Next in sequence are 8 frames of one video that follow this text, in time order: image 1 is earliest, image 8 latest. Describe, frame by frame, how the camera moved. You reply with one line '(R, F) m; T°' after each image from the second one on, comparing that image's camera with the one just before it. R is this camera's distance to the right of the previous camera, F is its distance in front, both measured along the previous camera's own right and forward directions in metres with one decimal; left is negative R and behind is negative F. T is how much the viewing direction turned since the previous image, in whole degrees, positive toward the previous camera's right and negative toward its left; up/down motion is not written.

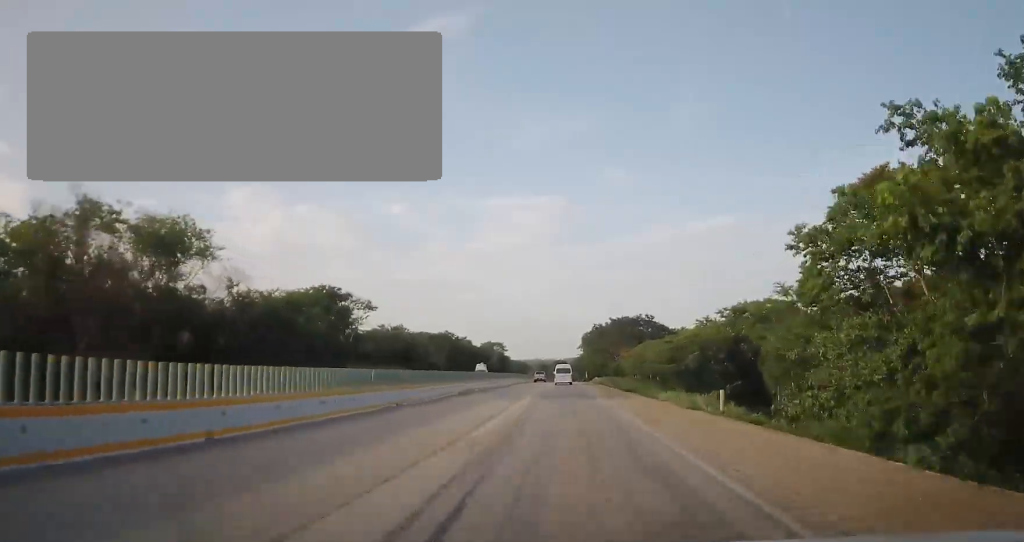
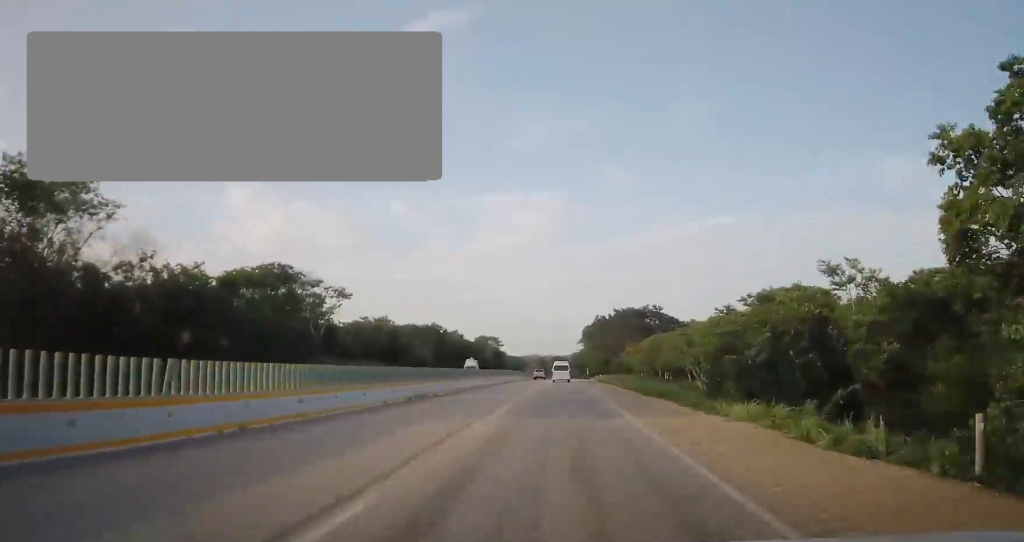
(-0.1, +11.3) m; 0°
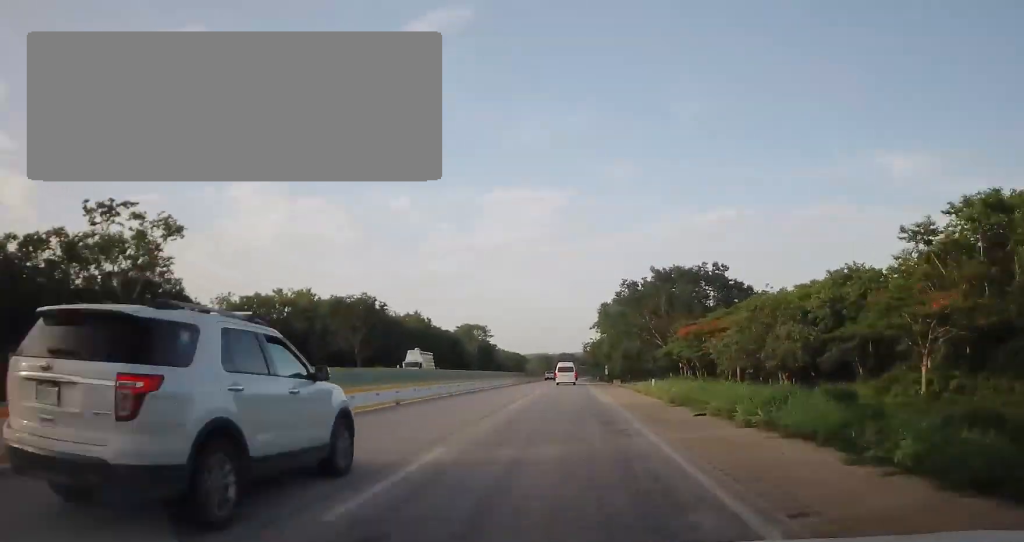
(-0.4, +41.4) m; -1°
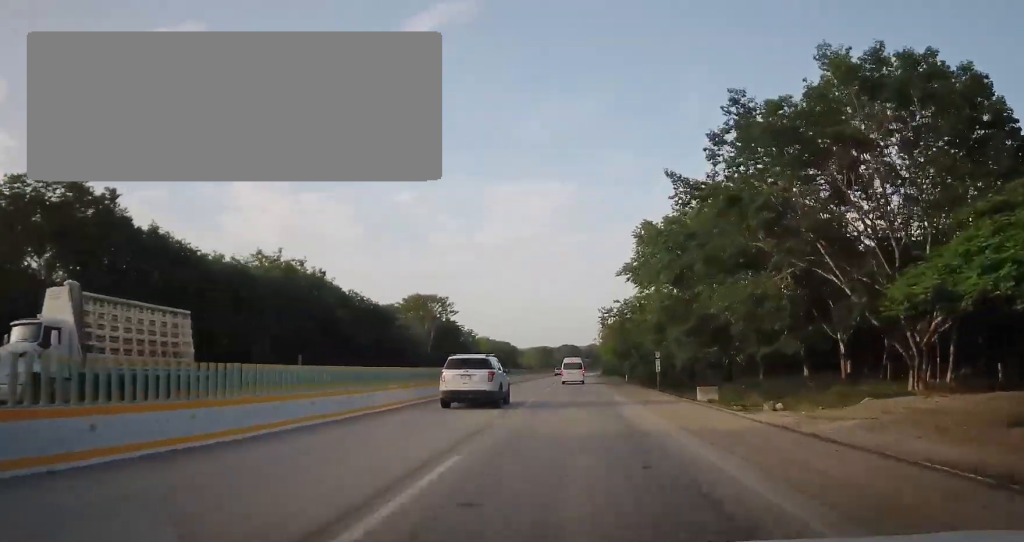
(-0.5, +46.6) m; -1°
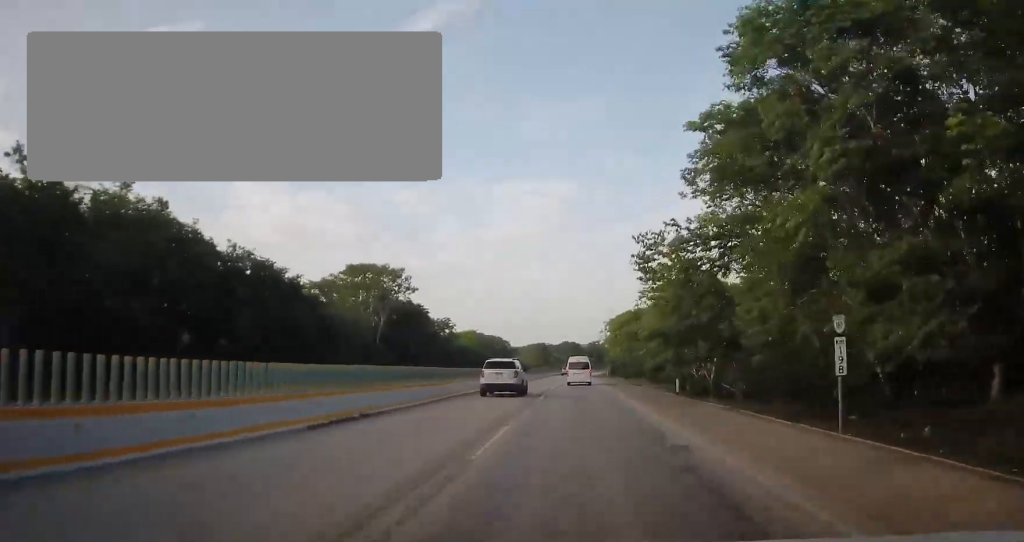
(0.0, +25.4) m; 0°
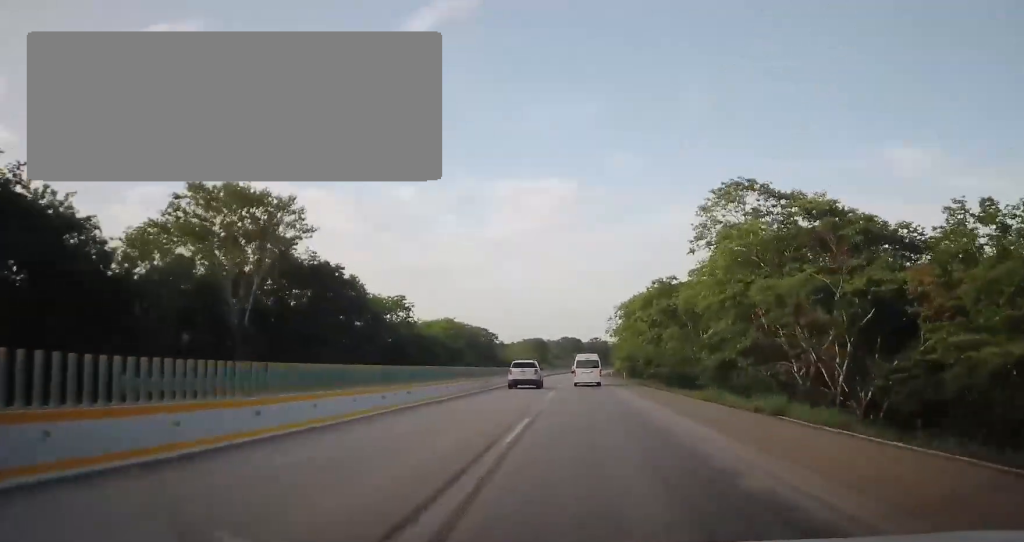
(+0.2, +28.3) m; 0°
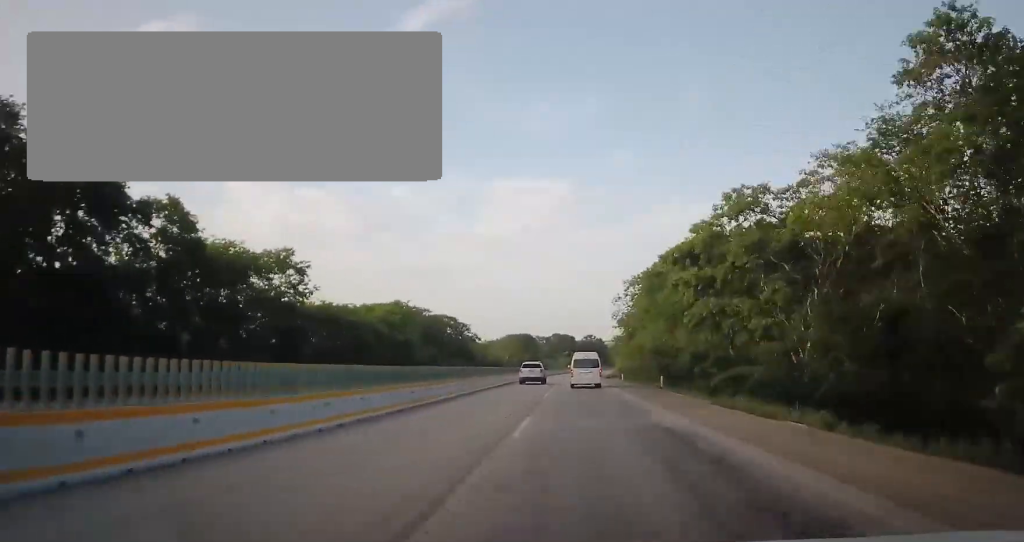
(0.0, +29.5) m; -1°
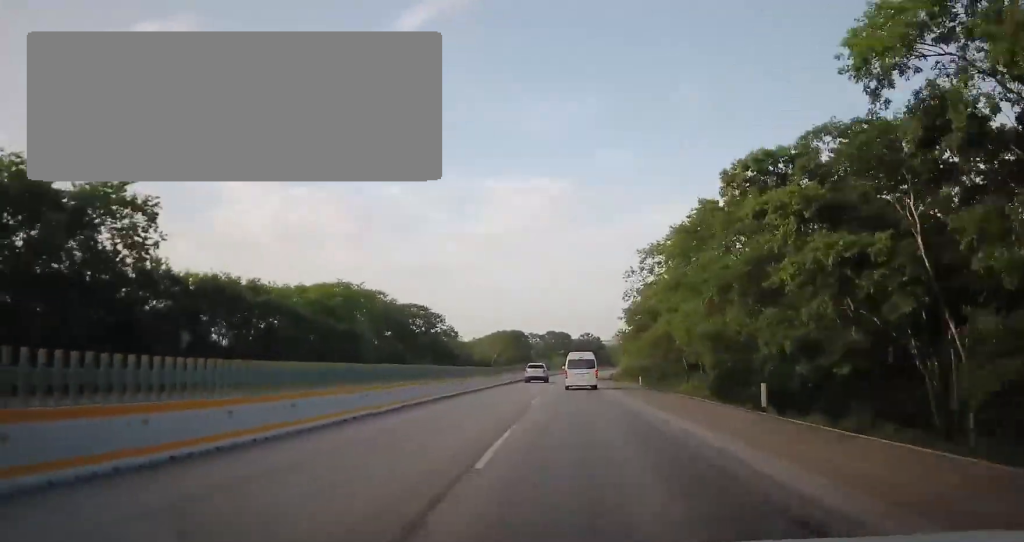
(-0.1, +18.9) m; 0°
